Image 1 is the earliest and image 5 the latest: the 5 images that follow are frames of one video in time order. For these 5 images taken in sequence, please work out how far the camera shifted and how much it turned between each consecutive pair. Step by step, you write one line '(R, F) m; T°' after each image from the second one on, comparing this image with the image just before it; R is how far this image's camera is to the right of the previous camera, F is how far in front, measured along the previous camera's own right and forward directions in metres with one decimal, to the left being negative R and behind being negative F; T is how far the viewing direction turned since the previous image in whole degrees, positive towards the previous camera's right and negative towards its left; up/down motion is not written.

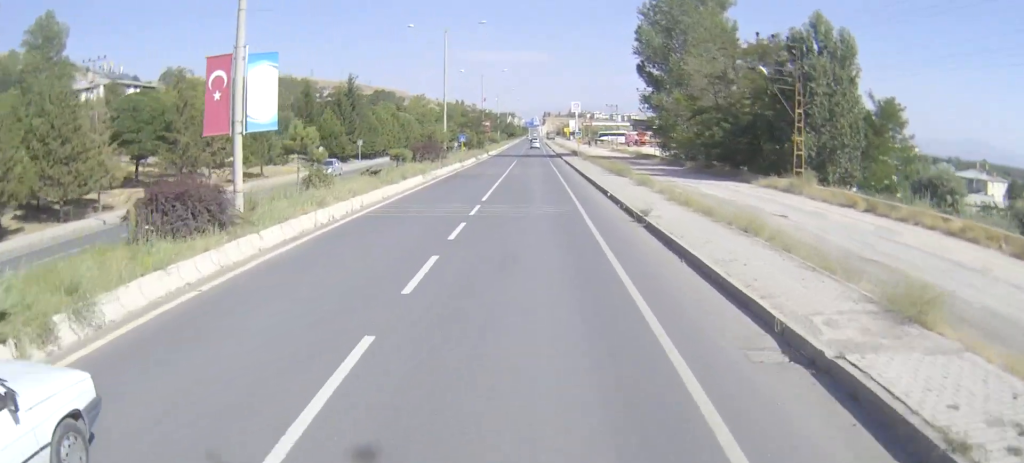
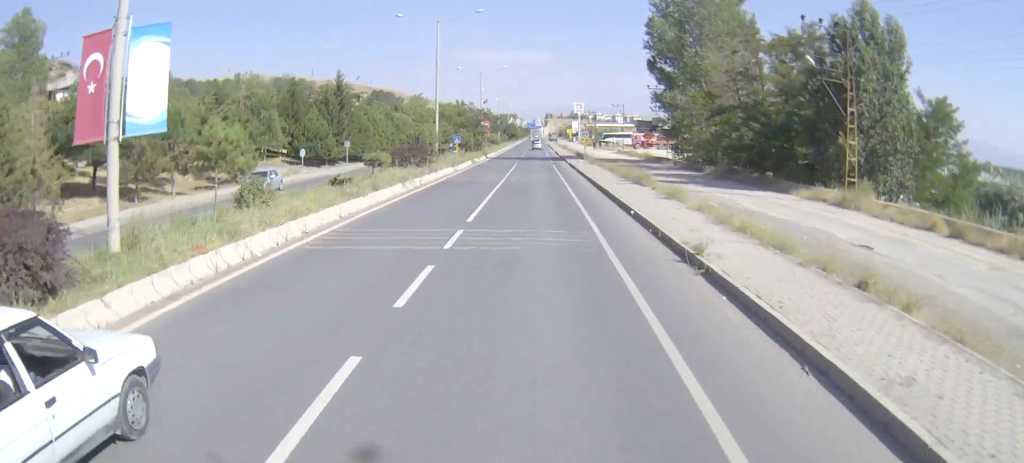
(0.0, +7.0) m; 0°
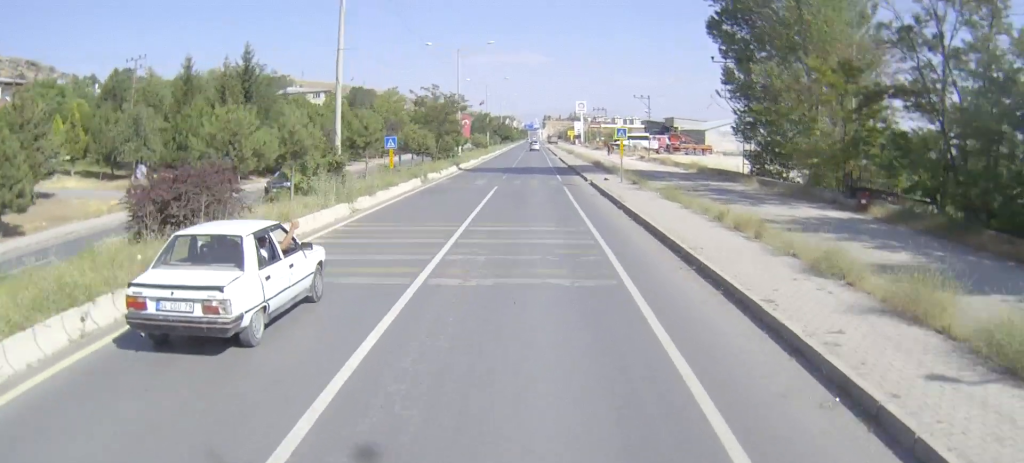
(+0.3, +30.9) m; +1°
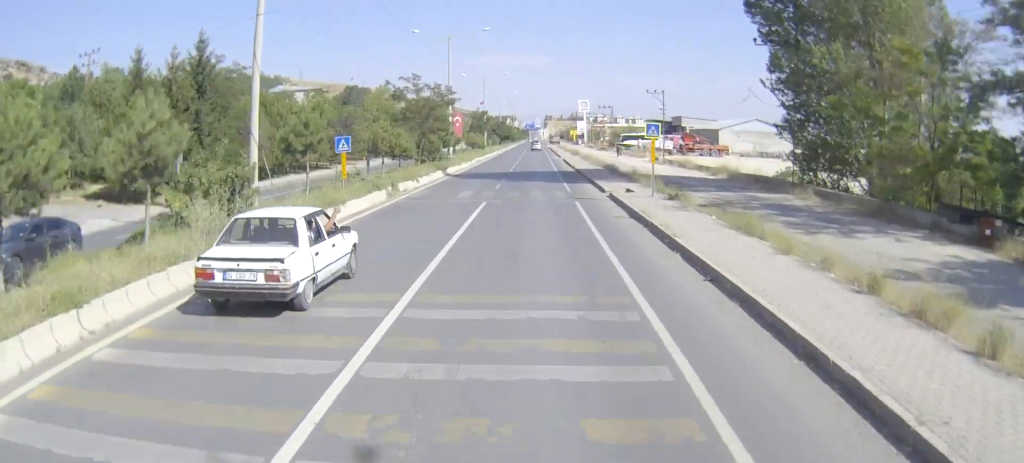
(0.0, +9.8) m; 0°
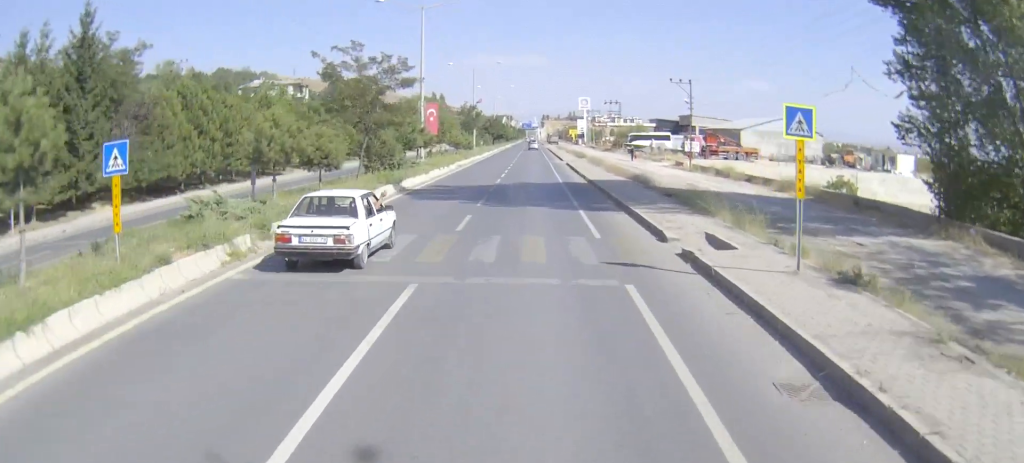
(0.0, +16.2) m; 0°
